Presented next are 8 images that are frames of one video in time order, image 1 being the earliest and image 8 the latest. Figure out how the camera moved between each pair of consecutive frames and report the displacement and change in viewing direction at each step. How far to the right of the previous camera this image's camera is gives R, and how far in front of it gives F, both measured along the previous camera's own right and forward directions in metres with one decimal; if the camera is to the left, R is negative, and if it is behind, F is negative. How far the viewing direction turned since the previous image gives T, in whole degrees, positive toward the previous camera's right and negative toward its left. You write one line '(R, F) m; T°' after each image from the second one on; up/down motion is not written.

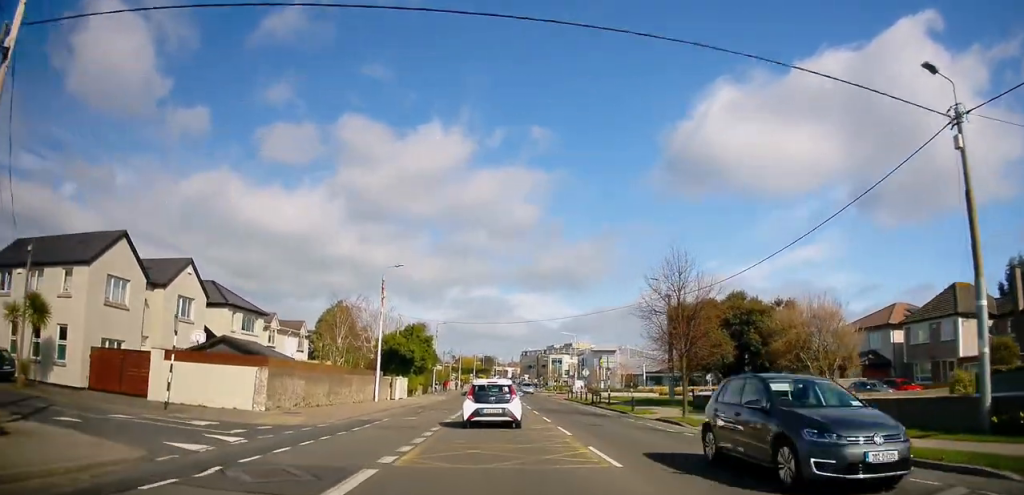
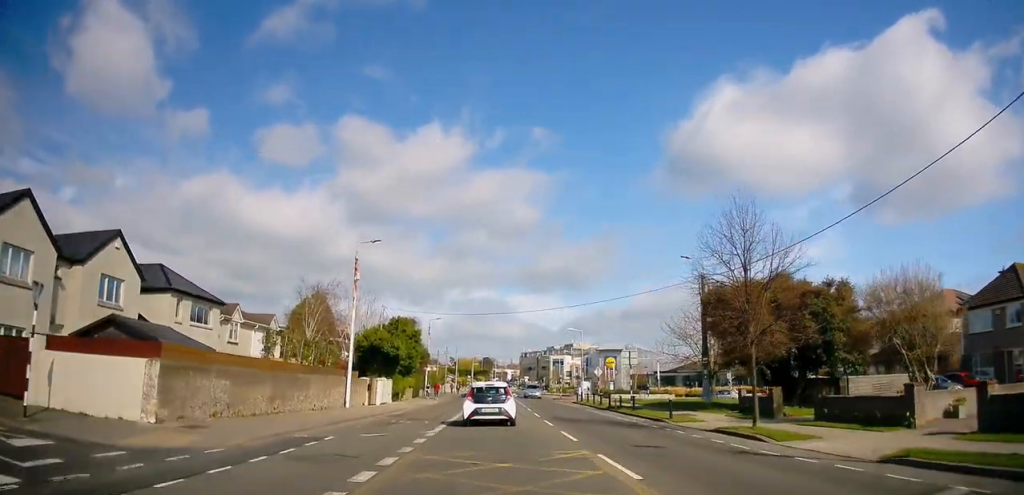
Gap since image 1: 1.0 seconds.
(-0.5, +6.8) m; -3°
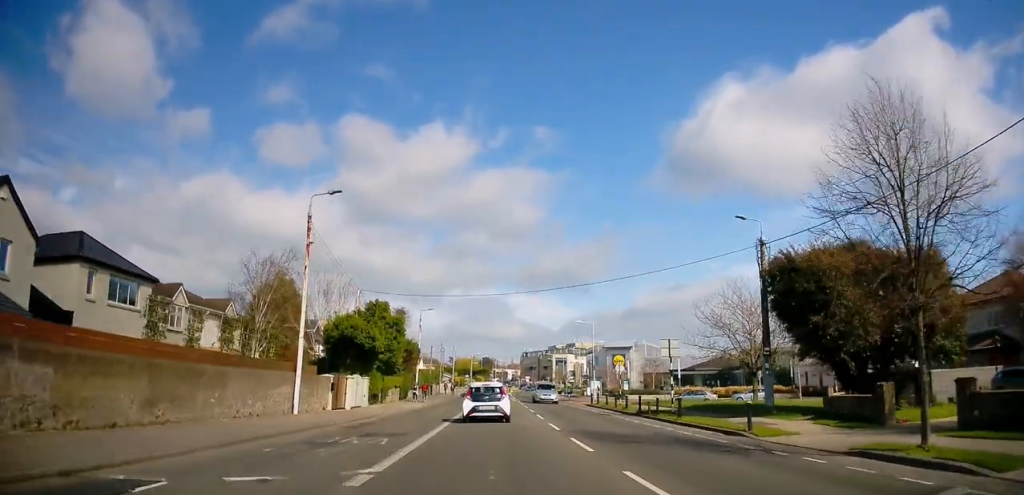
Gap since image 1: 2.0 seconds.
(+0.1, +7.8) m; +1°
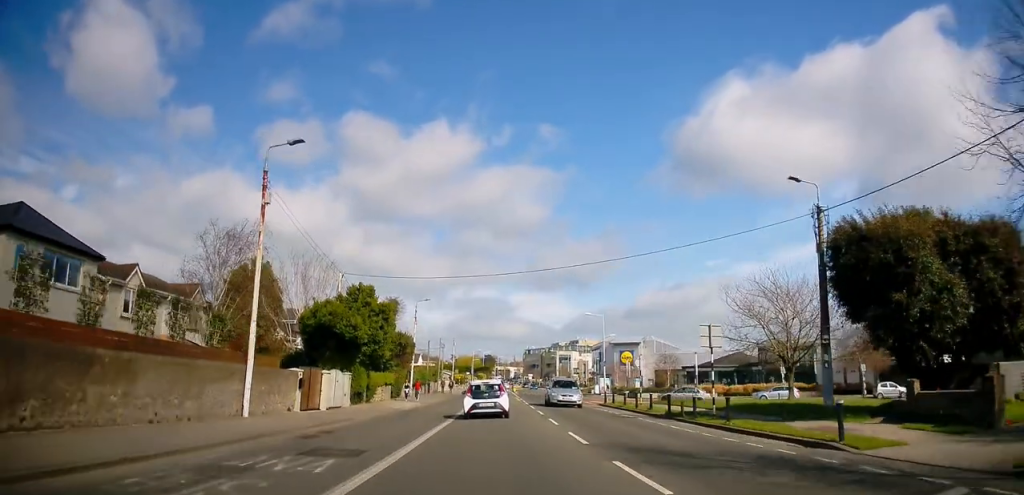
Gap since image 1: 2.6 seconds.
(0.0, +4.9) m; +1°
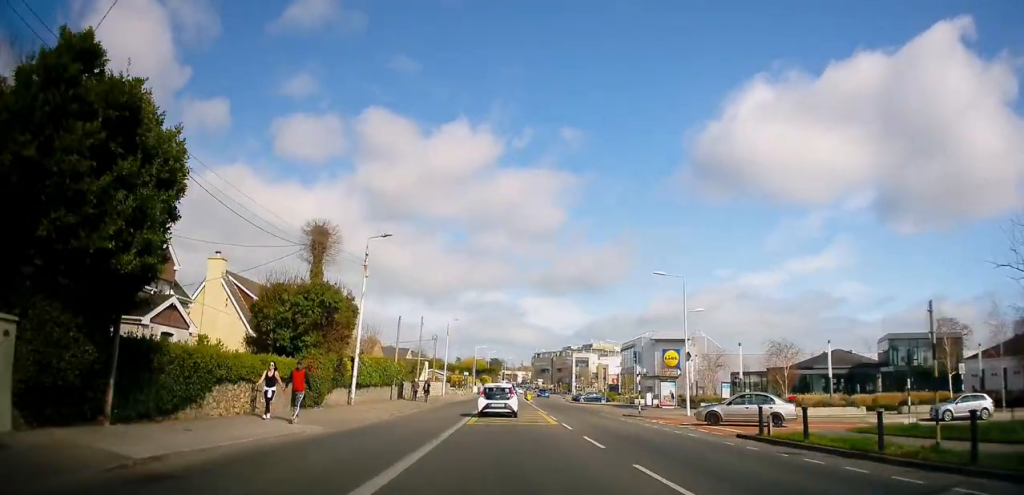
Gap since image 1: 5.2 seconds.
(+0.6, +23.1) m; 0°
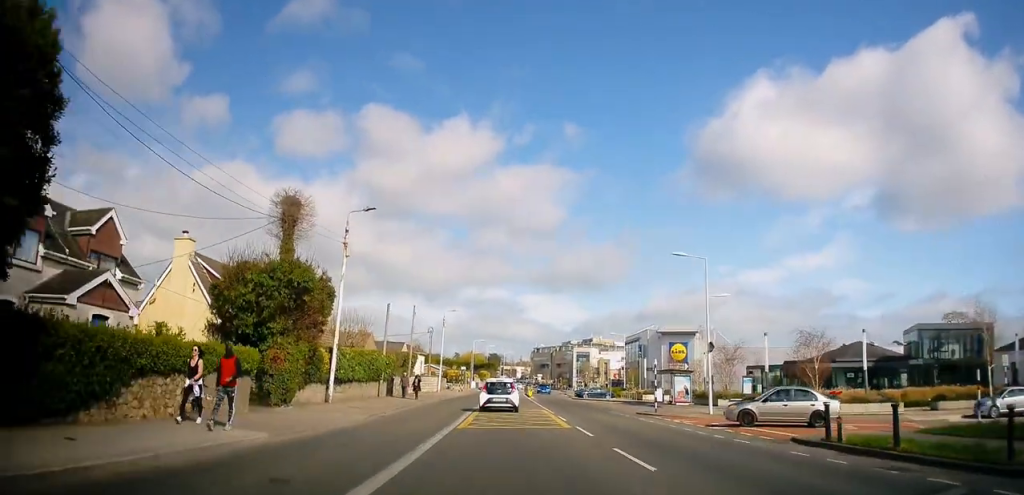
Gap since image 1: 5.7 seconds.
(-0.2, +4.0) m; 0°
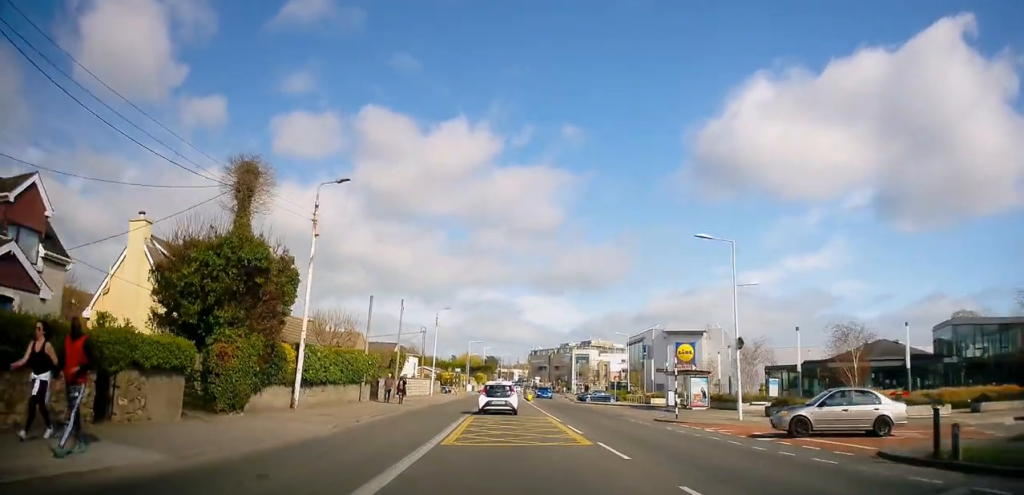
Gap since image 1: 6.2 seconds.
(-0.2, +4.4) m; 0°
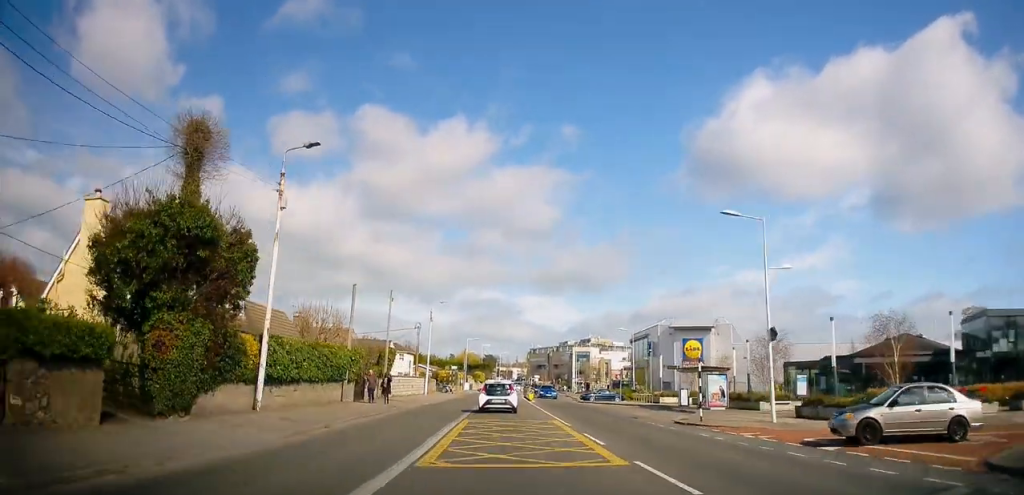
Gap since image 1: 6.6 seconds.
(+0.2, +3.6) m; +1°
